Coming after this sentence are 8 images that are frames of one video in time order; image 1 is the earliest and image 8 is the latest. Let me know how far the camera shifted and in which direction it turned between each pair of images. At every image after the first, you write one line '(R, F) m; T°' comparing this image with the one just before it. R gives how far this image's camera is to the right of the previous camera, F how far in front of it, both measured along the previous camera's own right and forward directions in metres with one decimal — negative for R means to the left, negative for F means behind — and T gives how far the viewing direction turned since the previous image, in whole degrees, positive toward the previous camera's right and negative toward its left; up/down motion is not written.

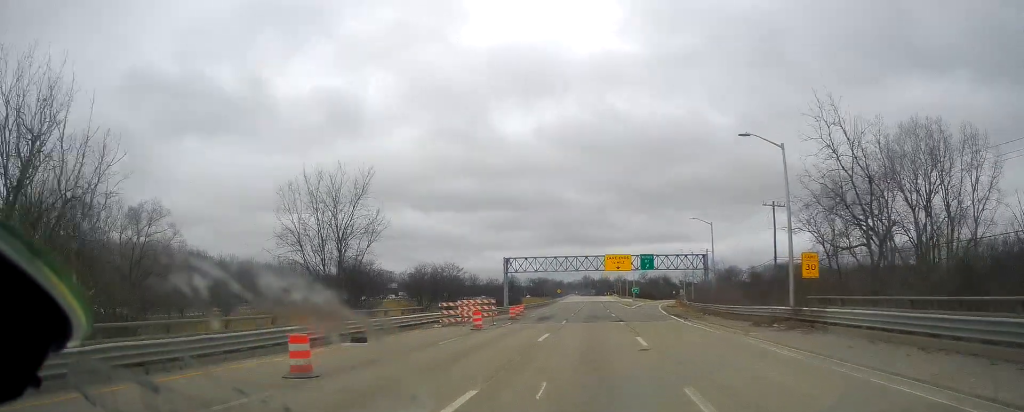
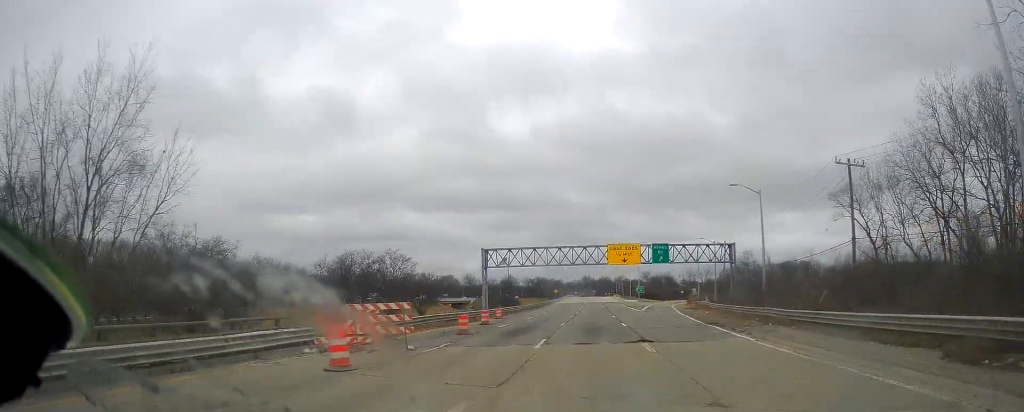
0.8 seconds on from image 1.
(+0.3, +17.6) m; +1°
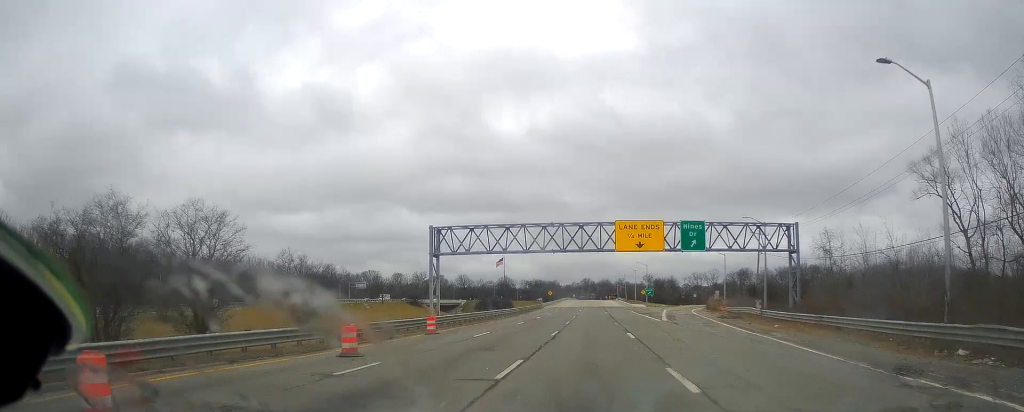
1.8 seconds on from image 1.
(+0.2, +23.0) m; 0°
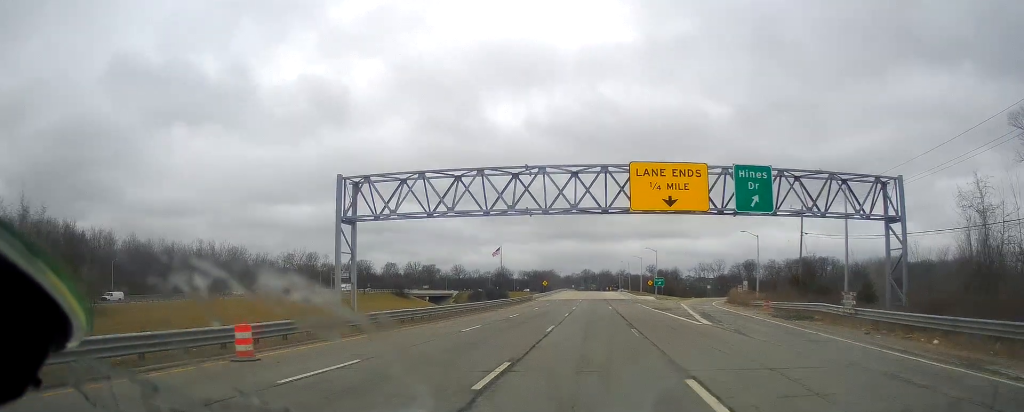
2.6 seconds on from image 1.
(-0.1, +18.3) m; 0°
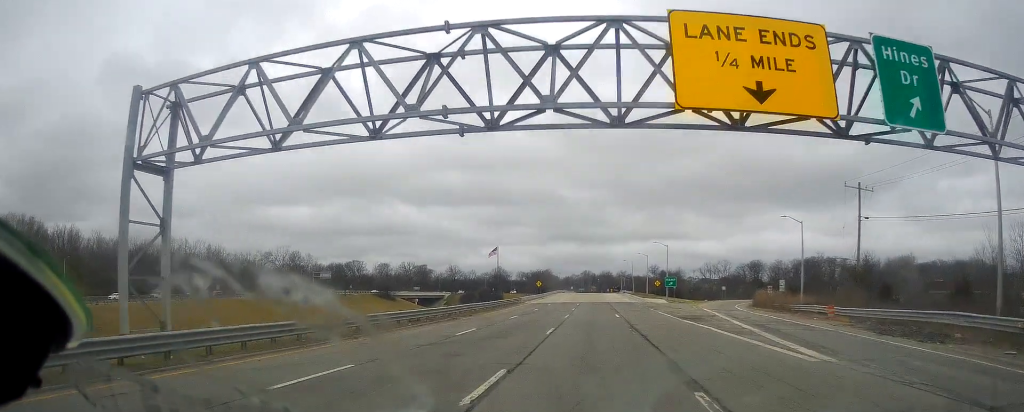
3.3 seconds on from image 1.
(-0.1, +16.1) m; 0°
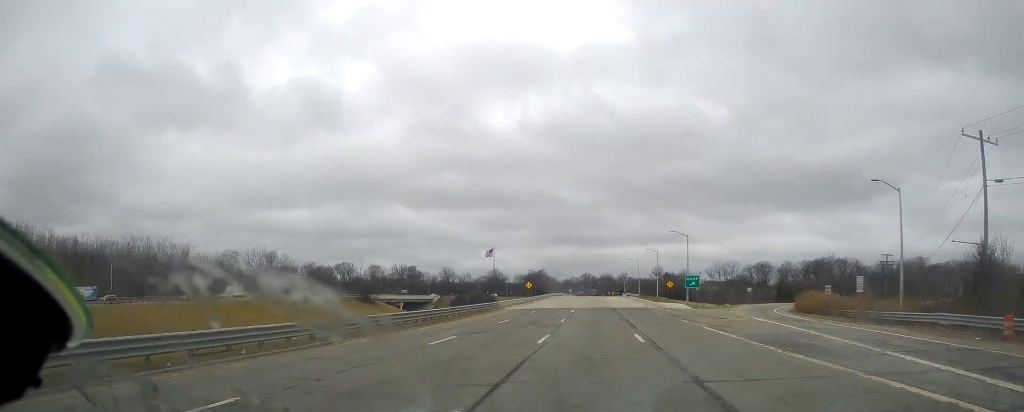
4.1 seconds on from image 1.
(+0.2, +20.0) m; -1°
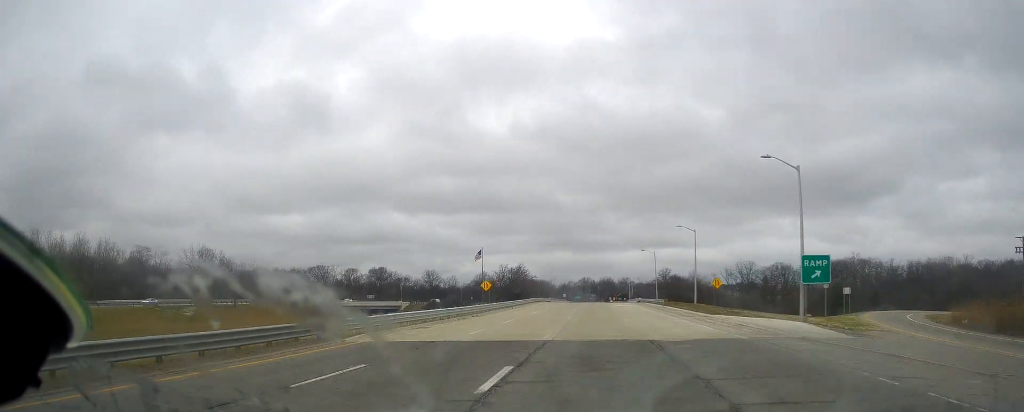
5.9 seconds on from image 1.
(-1.3, +41.5) m; -1°
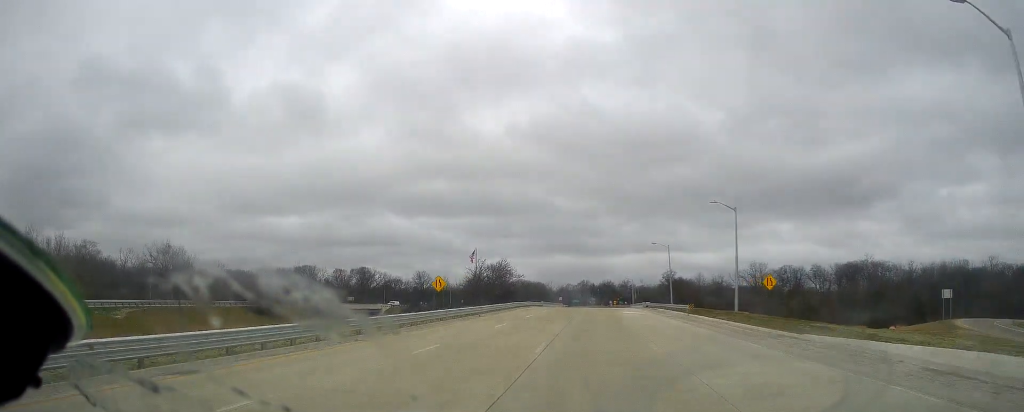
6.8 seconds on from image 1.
(+0.3, +19.8) m; +1°
